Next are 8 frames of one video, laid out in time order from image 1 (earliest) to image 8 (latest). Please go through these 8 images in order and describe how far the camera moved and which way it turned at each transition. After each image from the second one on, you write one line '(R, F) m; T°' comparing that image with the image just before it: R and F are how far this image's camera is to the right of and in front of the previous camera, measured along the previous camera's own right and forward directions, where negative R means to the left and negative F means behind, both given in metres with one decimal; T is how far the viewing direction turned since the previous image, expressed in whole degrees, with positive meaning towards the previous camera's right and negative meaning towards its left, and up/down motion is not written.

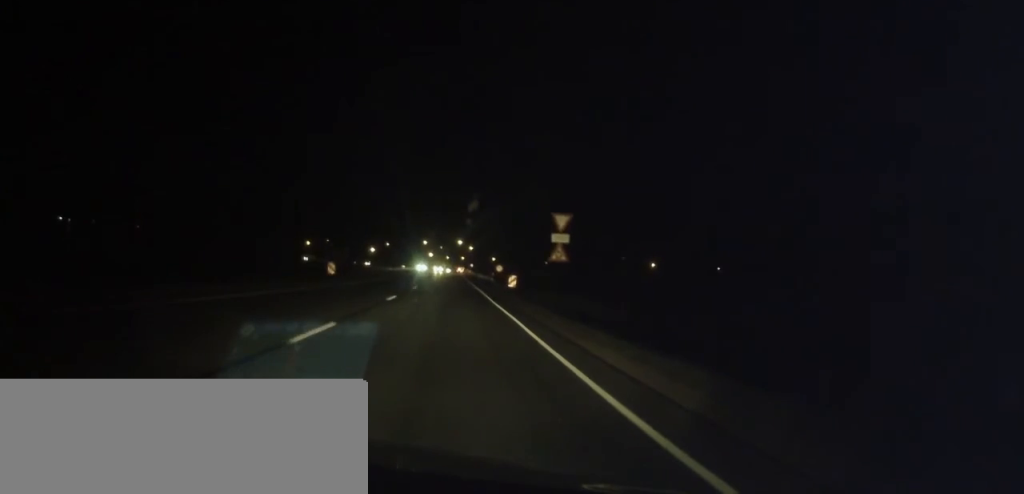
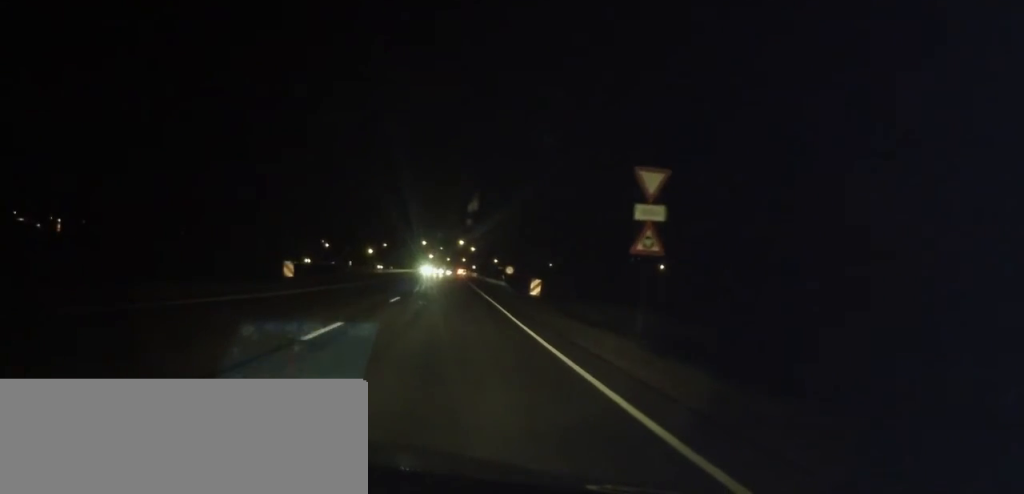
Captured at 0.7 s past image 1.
(+0.4, +11.9) m; 0°
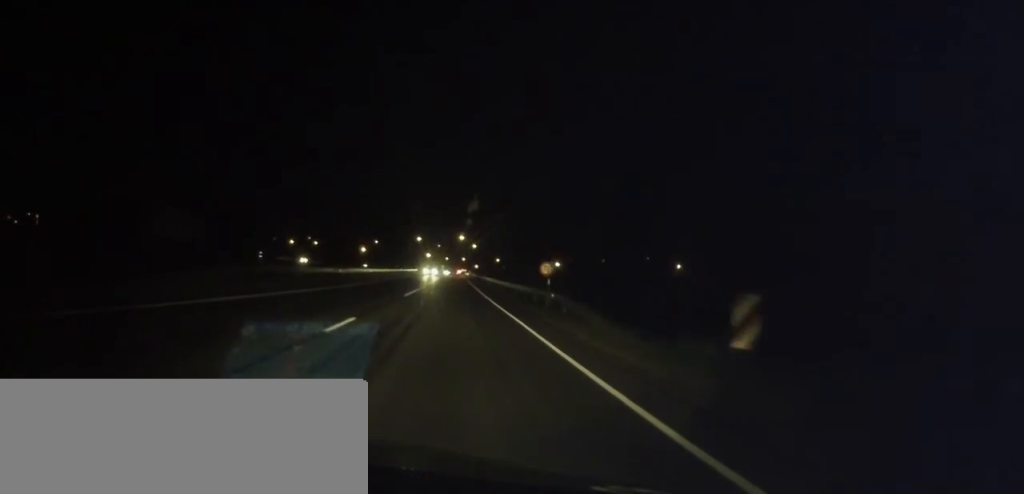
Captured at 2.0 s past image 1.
(-0.5, +23.5) m; -2°
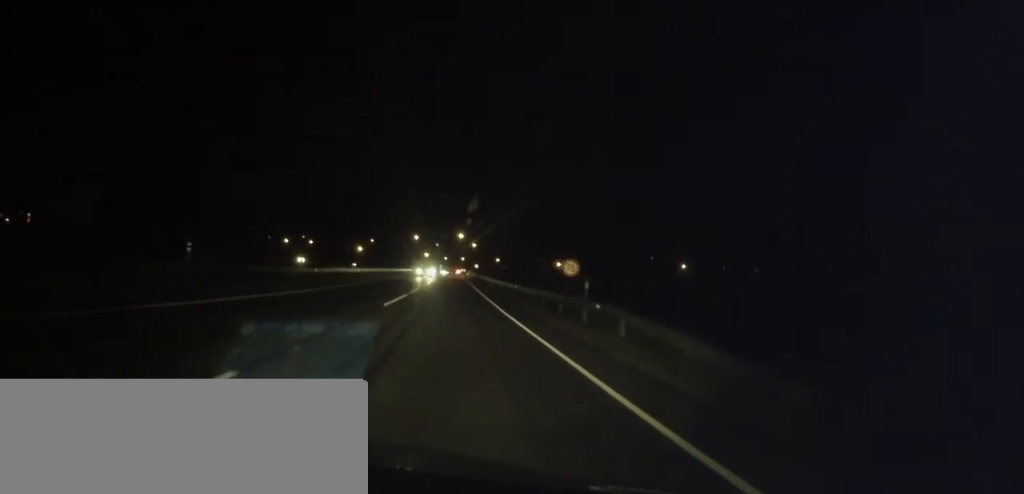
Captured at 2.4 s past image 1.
(0.0, +7.5) m; +1°
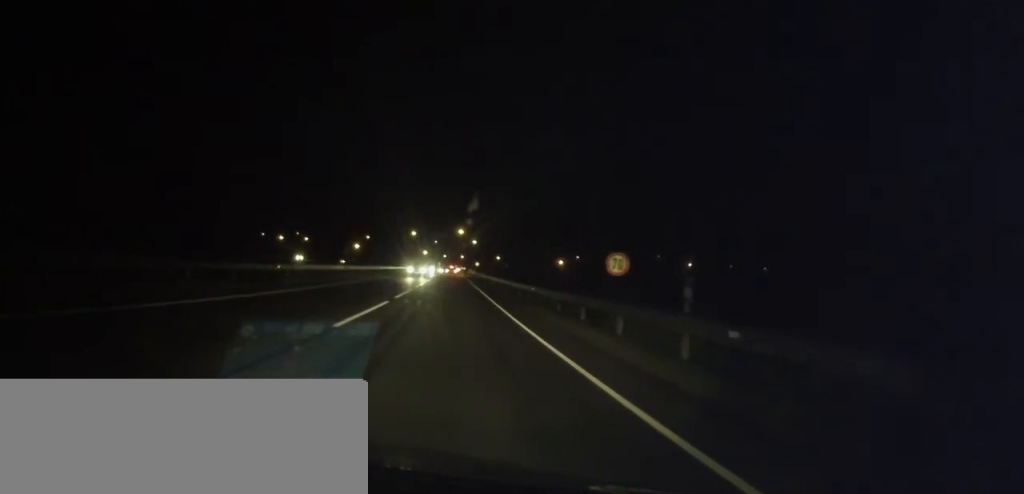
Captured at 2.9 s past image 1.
(-0.1, +8.1) m; +1°
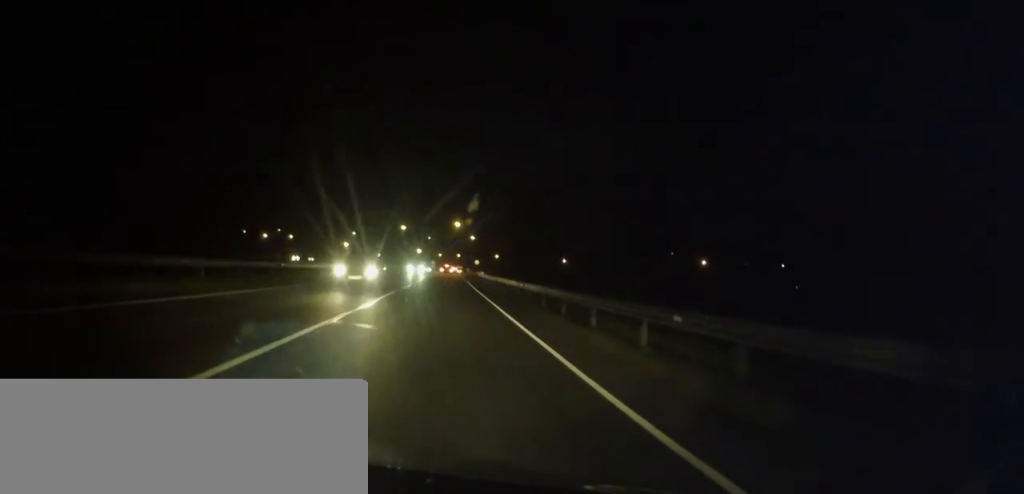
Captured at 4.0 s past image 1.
(+0.4, +19.2) m; 0°
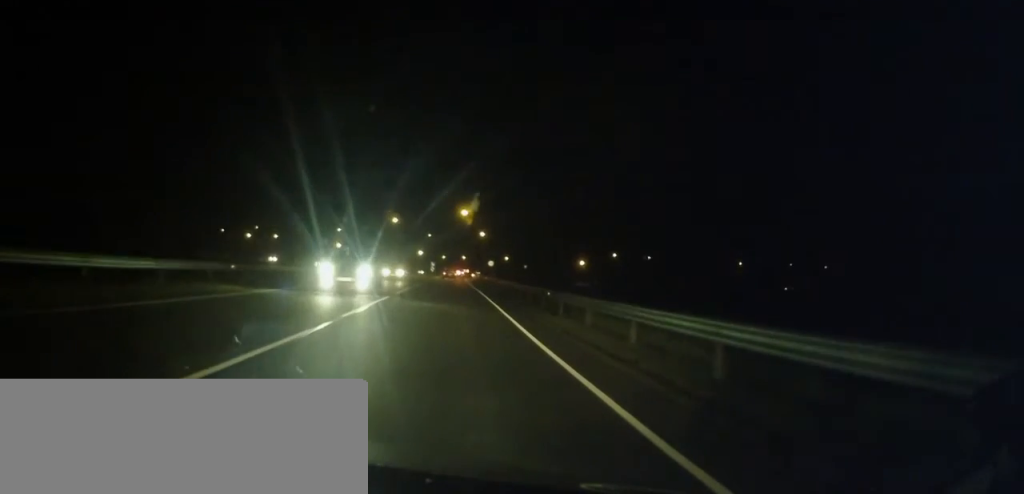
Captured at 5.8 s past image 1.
(0.0, +29.5) m; +2°
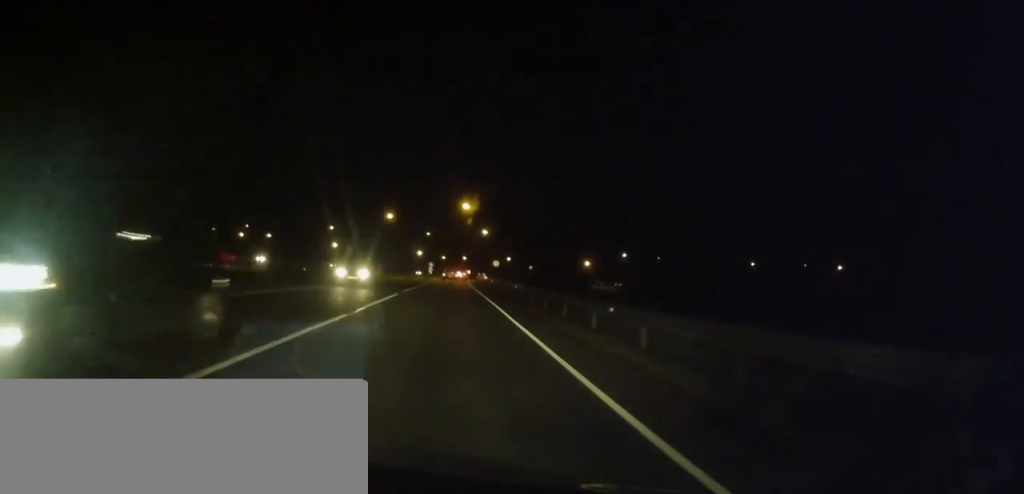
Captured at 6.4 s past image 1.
(0.0, +9.4) m; -1°
